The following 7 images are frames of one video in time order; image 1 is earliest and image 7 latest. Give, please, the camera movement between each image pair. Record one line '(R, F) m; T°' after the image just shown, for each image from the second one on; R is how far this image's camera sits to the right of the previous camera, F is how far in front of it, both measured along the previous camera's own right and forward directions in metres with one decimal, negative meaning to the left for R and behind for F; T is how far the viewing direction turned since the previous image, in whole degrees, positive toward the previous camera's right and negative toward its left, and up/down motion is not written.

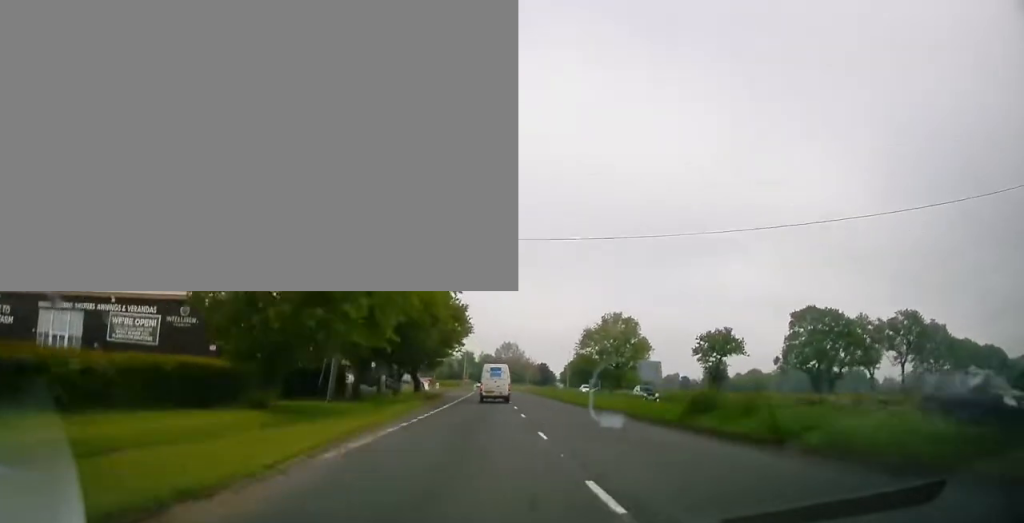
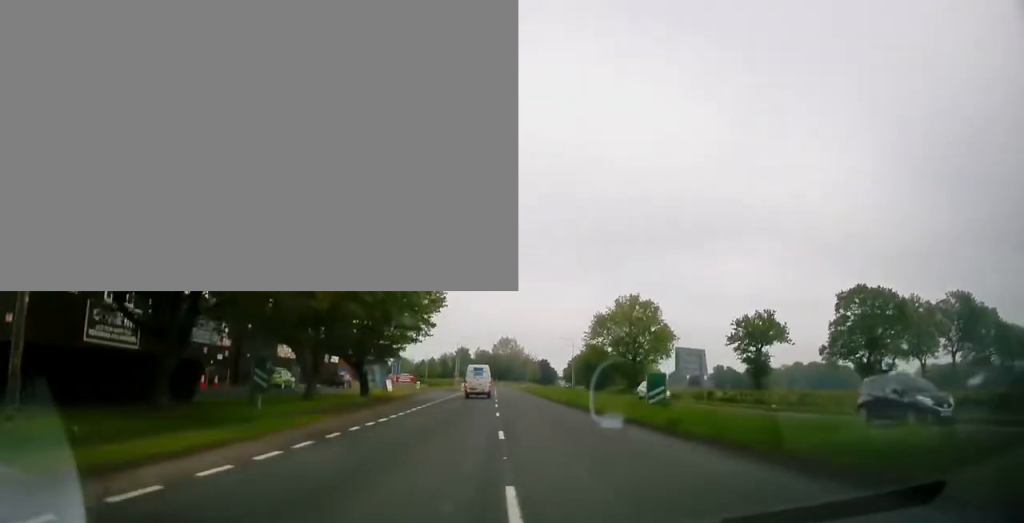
(+0.1, +18.3) m; 0°
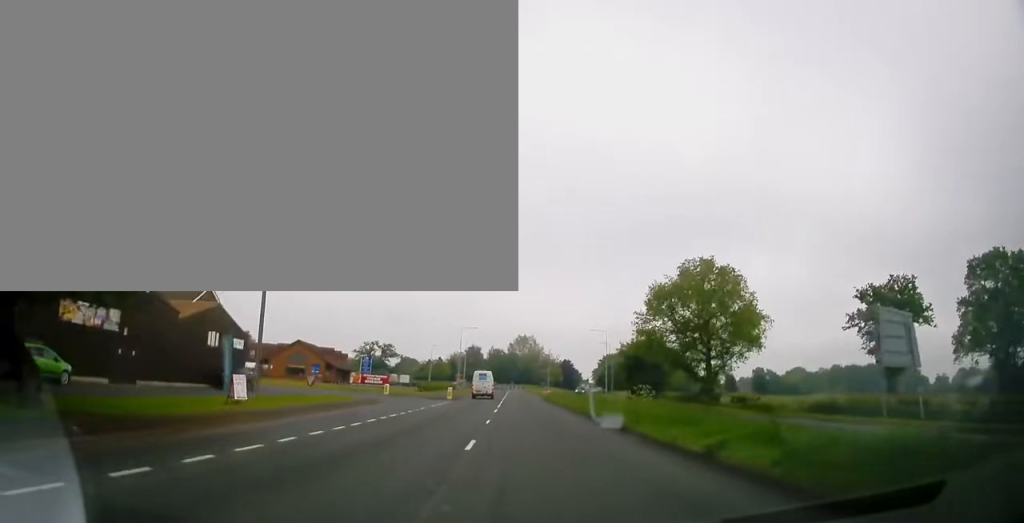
(-0.3, +29.7) m; -1°
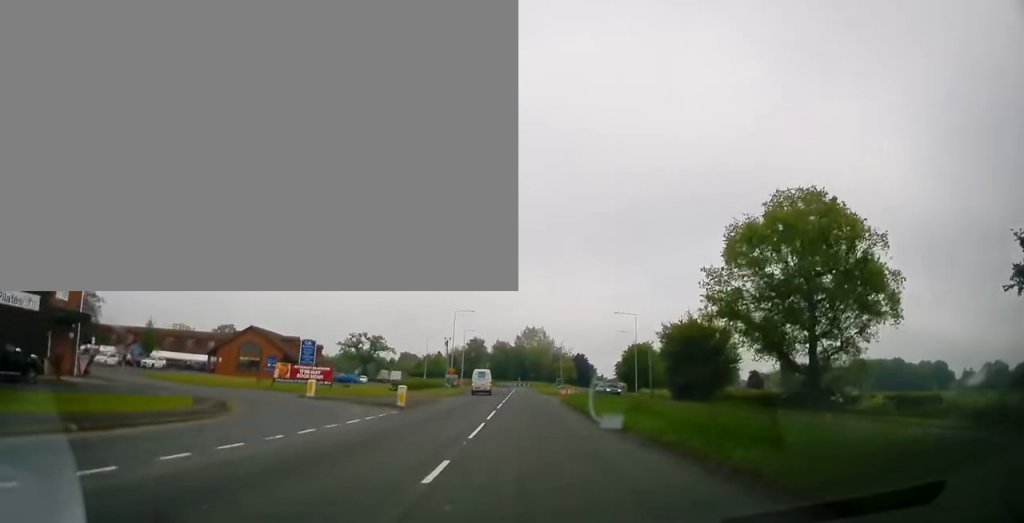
(-0.2, +22.3) m; -1°
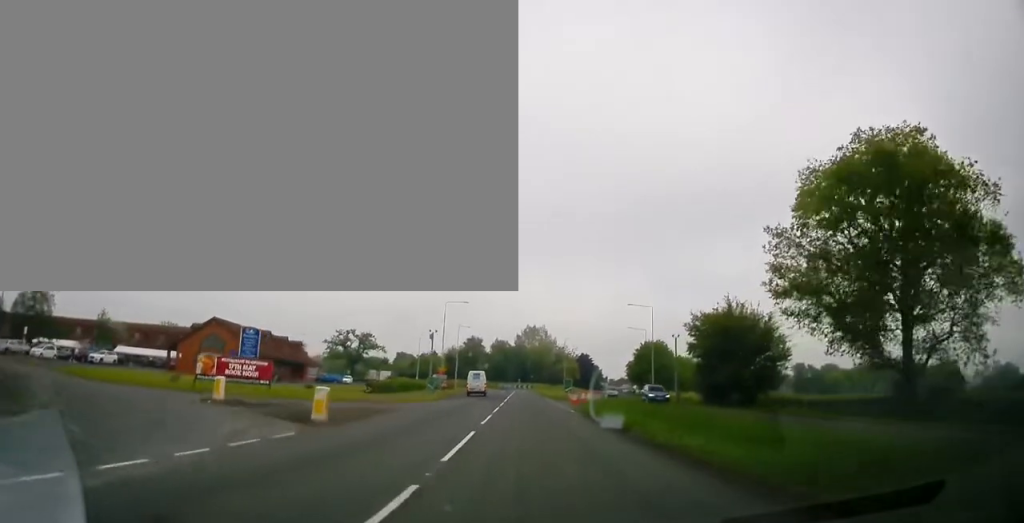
(-0.1, +11.3) m; 0°
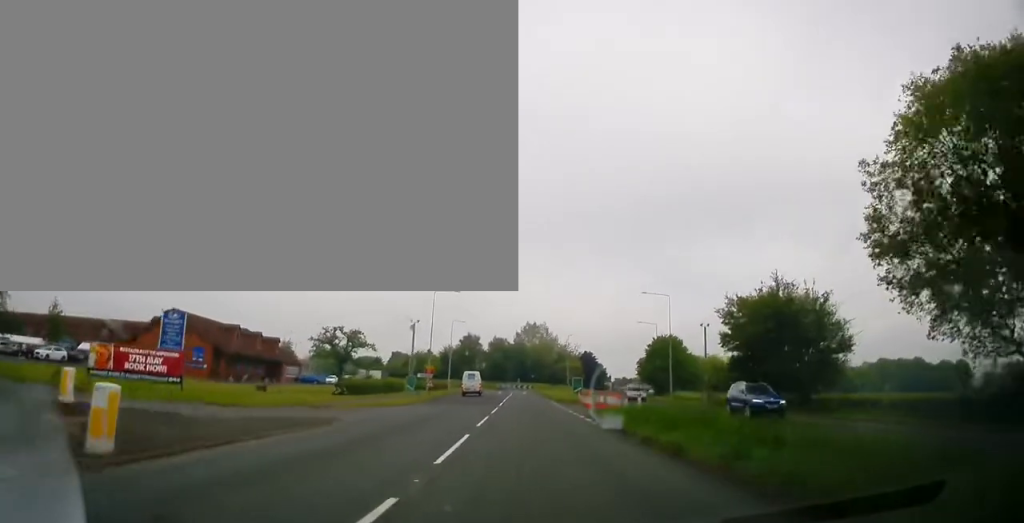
(0.0, +9.6) m; 0°
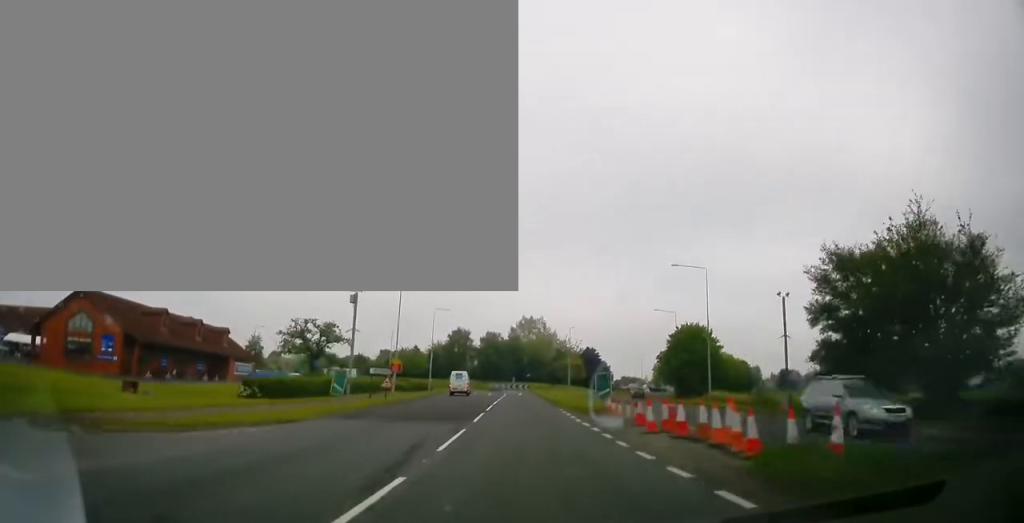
(0.0, +15.9) m; 0°
